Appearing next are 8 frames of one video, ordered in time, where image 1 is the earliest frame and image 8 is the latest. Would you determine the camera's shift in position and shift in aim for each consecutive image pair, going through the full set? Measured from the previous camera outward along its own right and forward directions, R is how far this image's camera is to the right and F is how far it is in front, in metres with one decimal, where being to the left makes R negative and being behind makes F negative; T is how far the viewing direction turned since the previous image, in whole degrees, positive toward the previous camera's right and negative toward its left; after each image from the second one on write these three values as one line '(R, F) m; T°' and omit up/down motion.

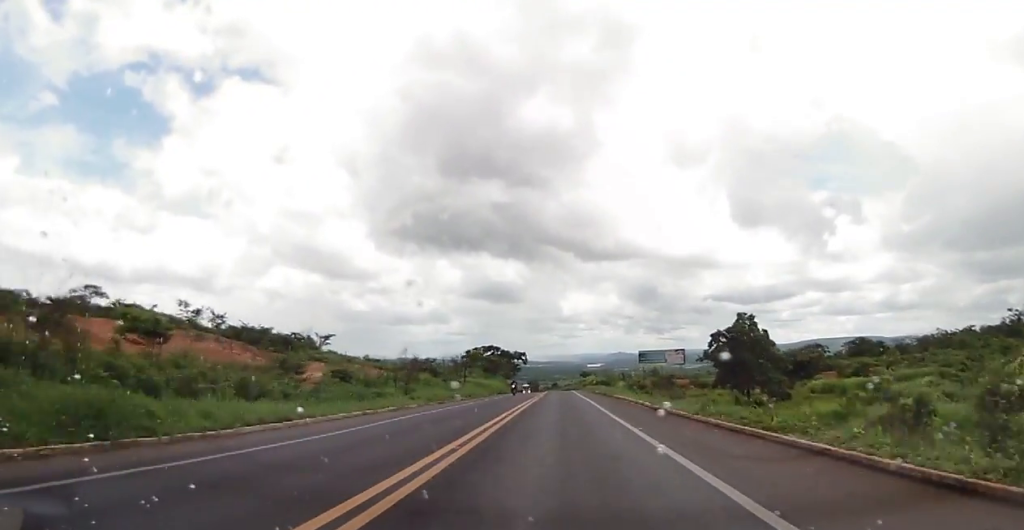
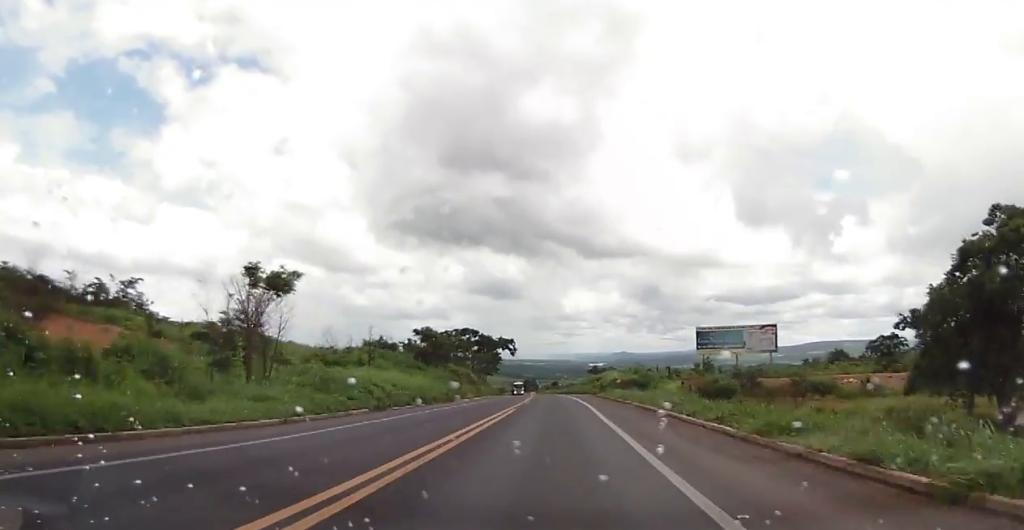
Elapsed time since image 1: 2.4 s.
(+0.4, +56.9) m; 0°
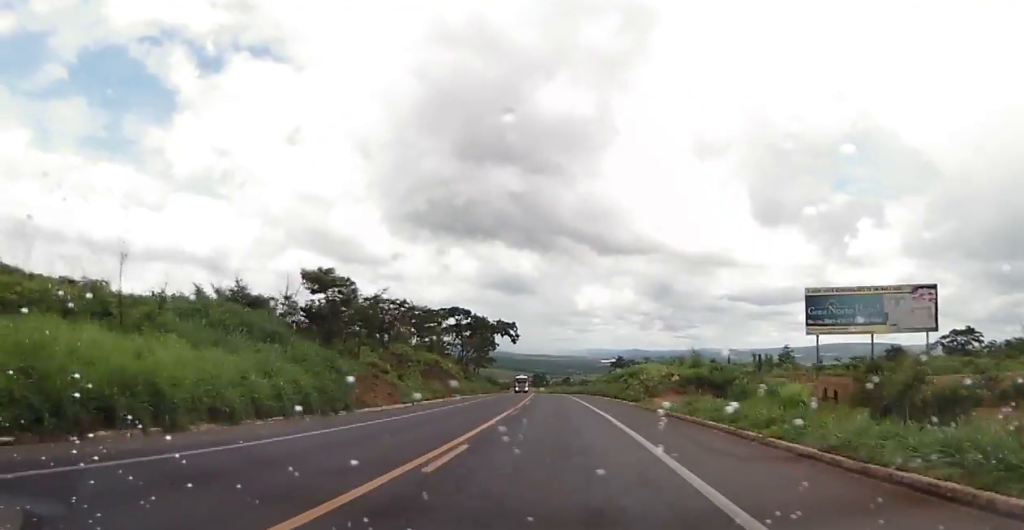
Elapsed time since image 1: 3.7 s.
(-0.5, +31.3) m; -2°
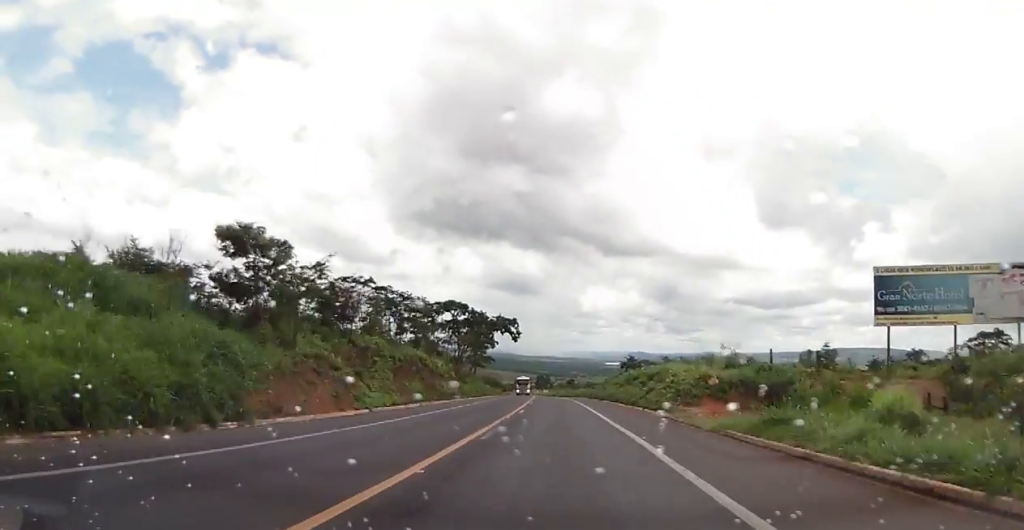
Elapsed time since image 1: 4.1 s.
(0.0, +9.8) m; 0°
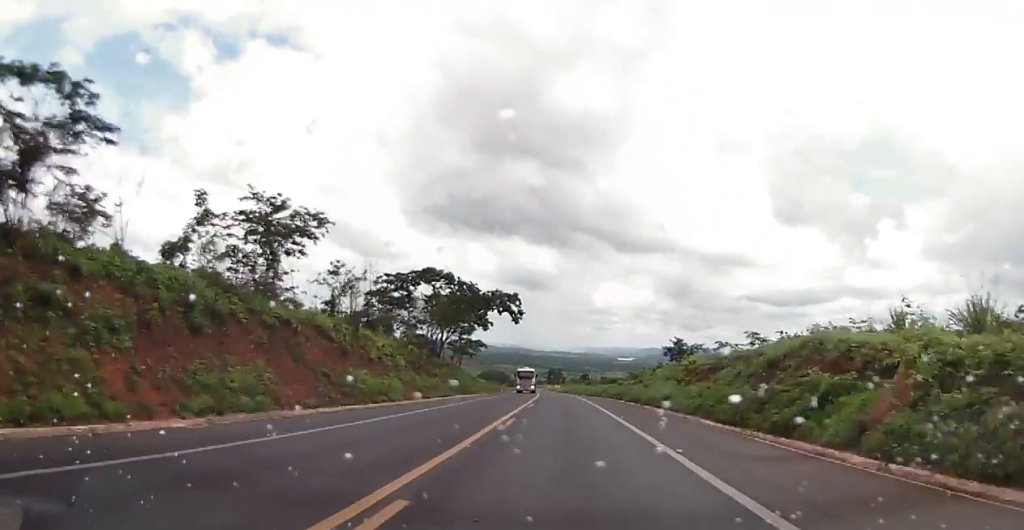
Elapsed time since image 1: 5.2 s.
(+0.1, +27.2) m; 0°
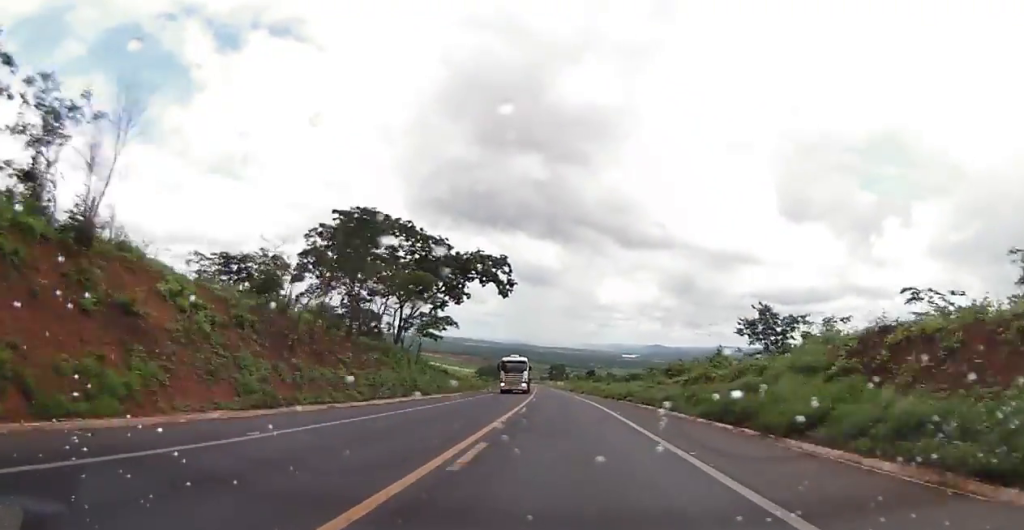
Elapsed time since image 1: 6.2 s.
(-0.1, +24.8) m; -1°
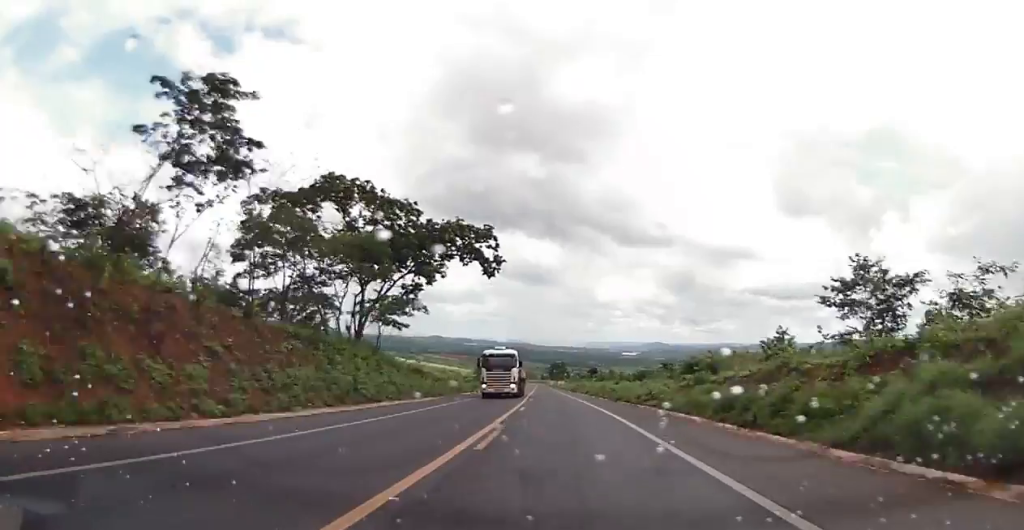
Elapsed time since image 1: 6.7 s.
(0.0, +12.3) m; -1°
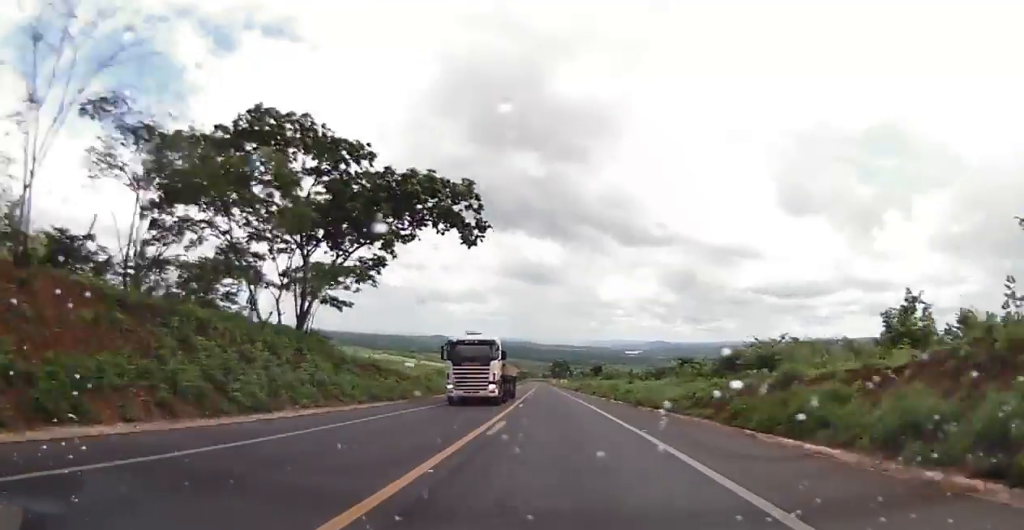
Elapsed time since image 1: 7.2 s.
(-0.1, +12.3) m; 0°
